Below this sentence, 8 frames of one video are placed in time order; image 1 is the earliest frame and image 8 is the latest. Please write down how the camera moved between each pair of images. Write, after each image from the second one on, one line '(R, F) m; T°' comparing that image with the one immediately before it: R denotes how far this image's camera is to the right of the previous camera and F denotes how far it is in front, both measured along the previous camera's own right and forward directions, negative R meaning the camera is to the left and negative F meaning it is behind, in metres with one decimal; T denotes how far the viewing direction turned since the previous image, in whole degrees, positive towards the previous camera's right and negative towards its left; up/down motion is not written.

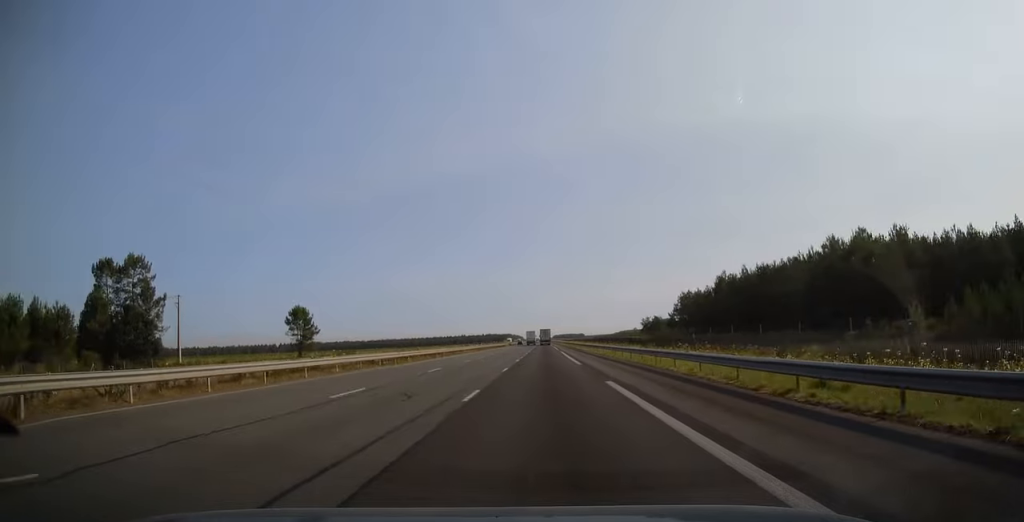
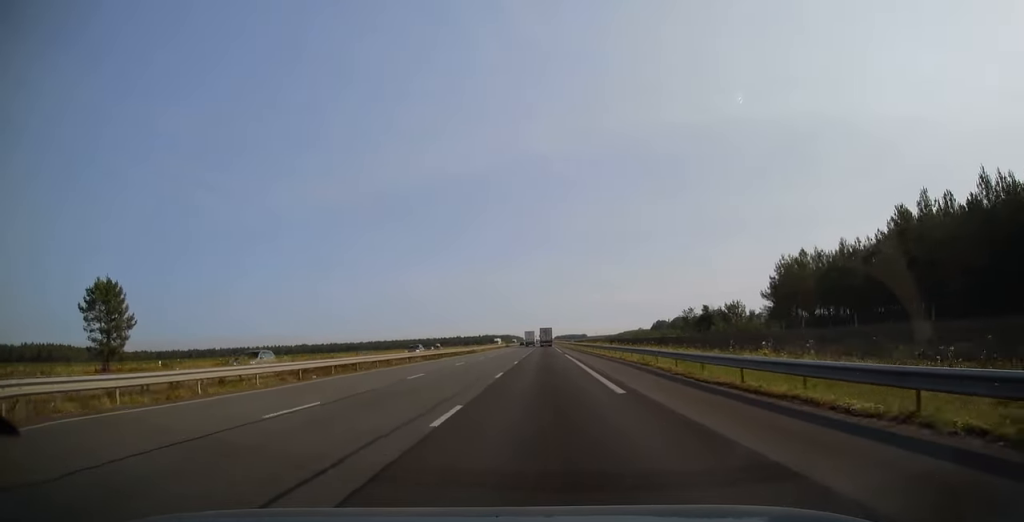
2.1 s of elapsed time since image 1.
(+0.1, +68.7) m; 0°
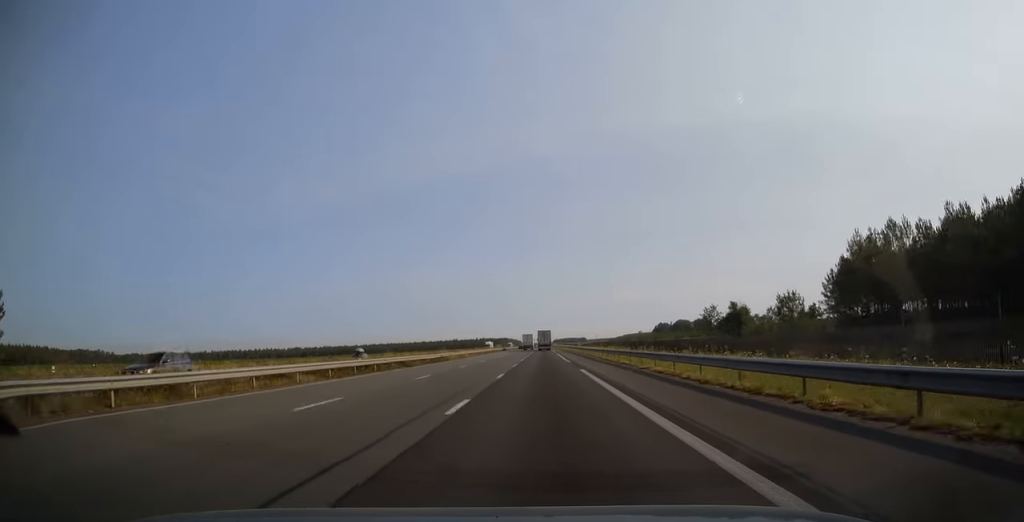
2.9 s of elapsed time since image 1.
(0.0, +24.2) m; 0°
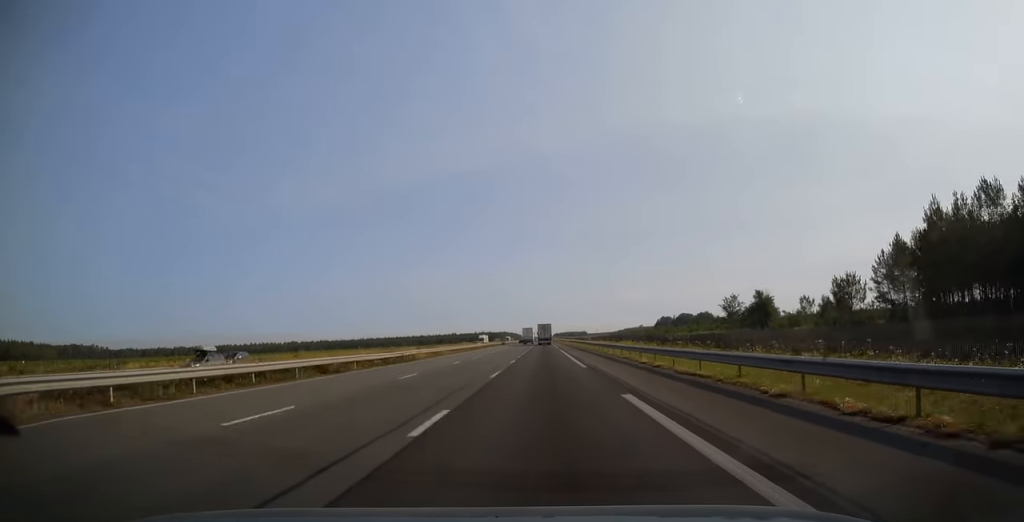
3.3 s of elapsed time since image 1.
(0.0, +16.0) m; 0°
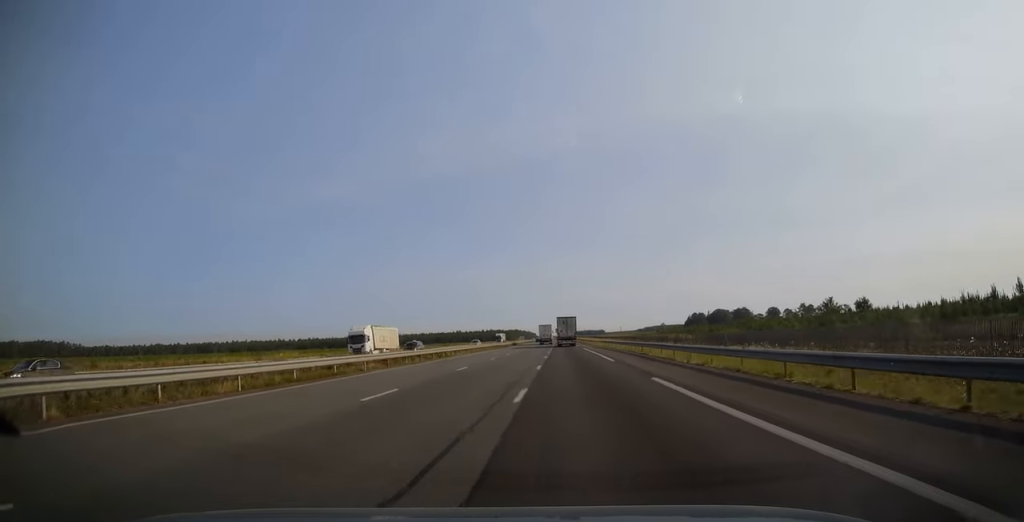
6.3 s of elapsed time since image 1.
(-0.8, +100.0) m; -1°
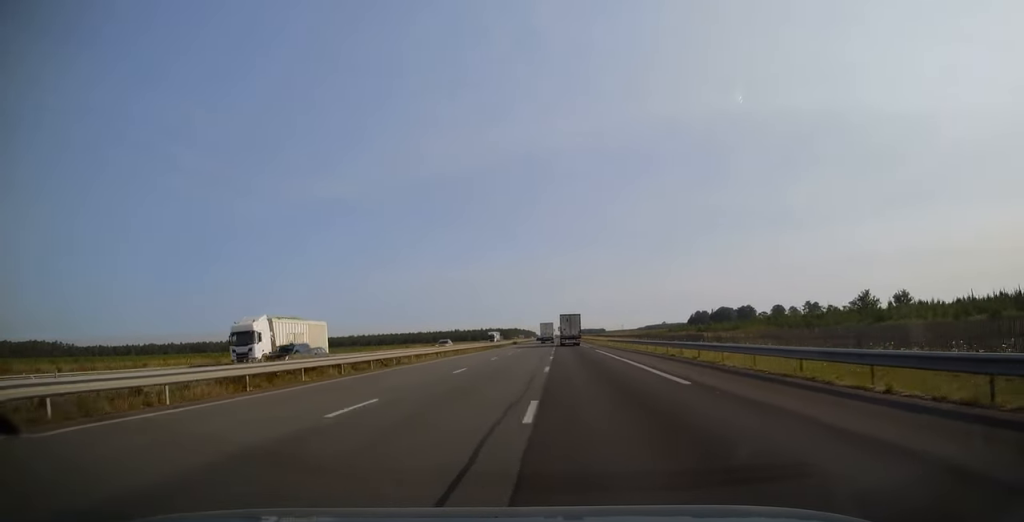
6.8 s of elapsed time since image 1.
(0.0, +16.1) m; 0°
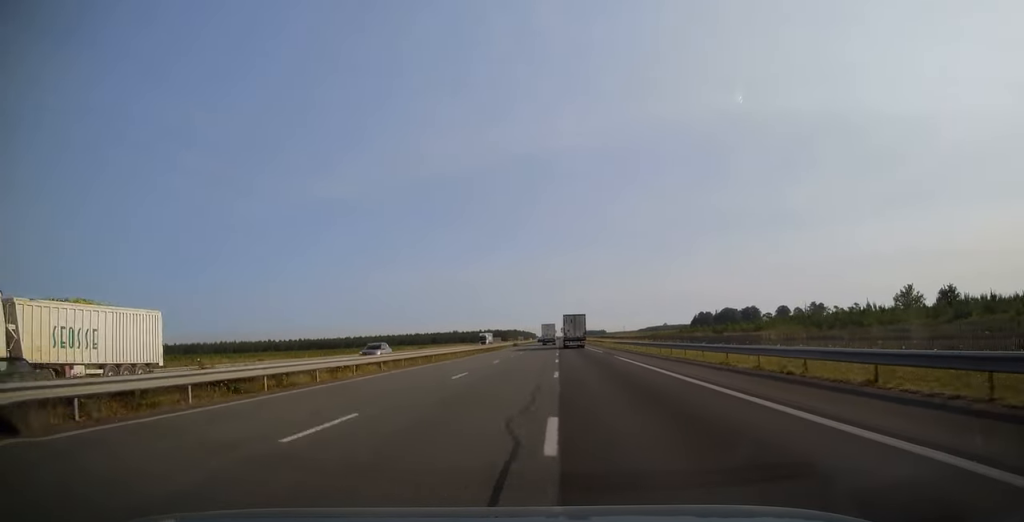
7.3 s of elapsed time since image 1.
(-0.1, +15.5) m; 0°
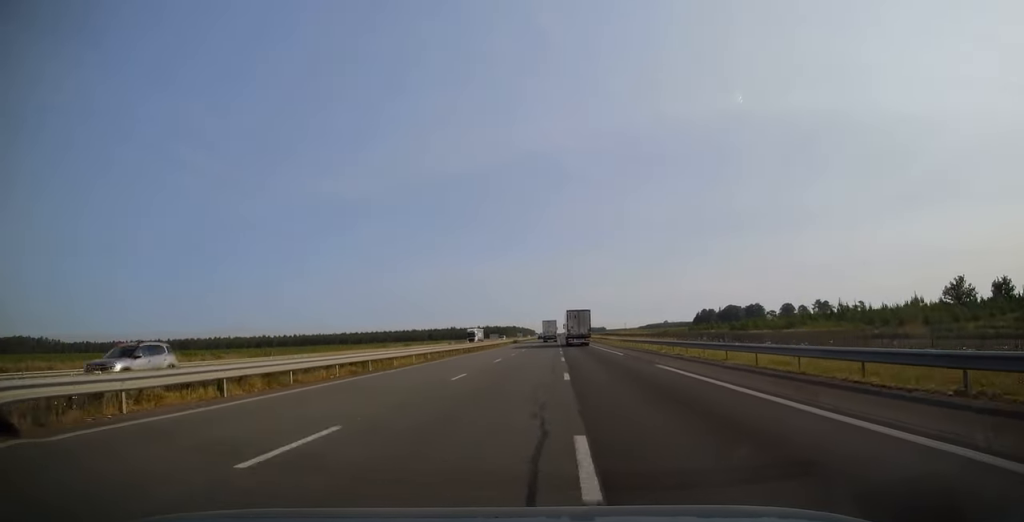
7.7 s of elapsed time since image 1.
(+0.1, +14.9) m; 0°
